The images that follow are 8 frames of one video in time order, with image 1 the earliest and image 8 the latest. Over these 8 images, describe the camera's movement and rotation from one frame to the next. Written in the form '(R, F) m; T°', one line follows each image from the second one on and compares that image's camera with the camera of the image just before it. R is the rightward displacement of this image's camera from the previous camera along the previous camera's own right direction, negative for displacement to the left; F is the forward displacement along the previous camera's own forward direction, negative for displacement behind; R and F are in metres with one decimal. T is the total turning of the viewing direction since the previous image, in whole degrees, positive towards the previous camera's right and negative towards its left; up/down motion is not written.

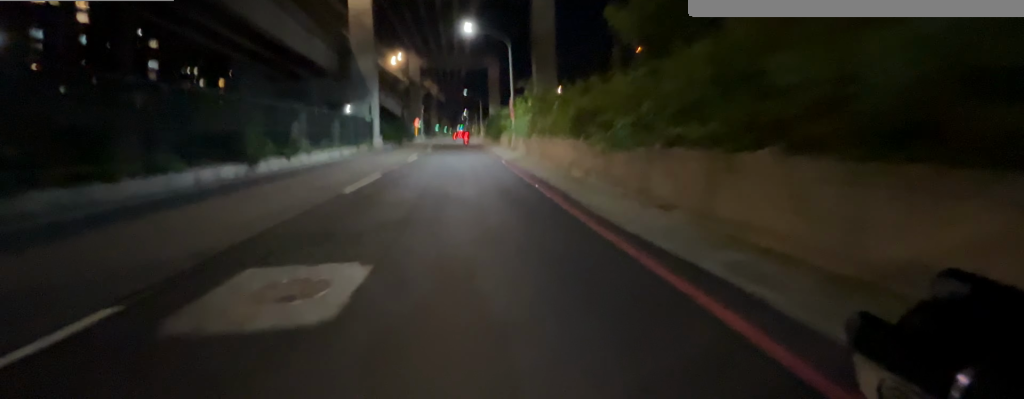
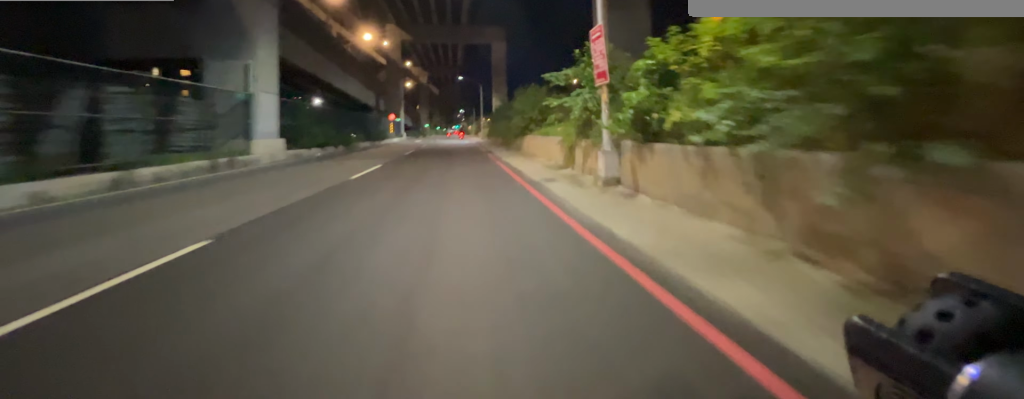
(+0.1, +20.3) m; 0°
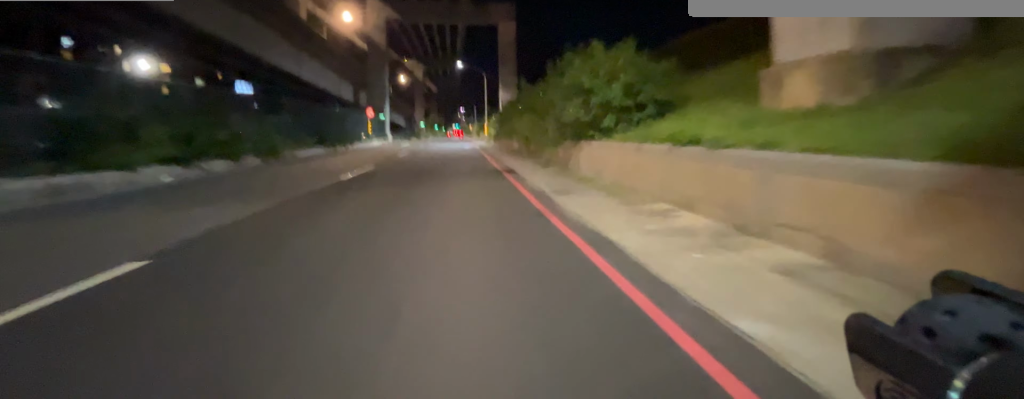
(0.0, +12.7) m; 0°
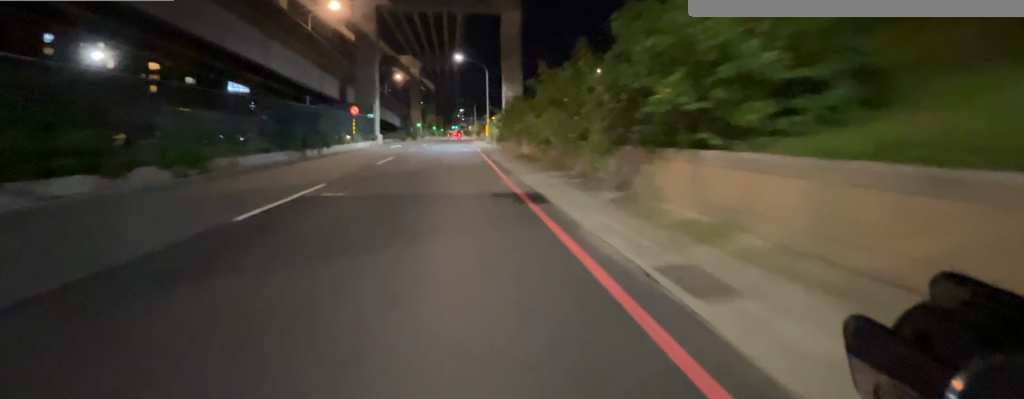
(0.0, +5.7) m; 0°
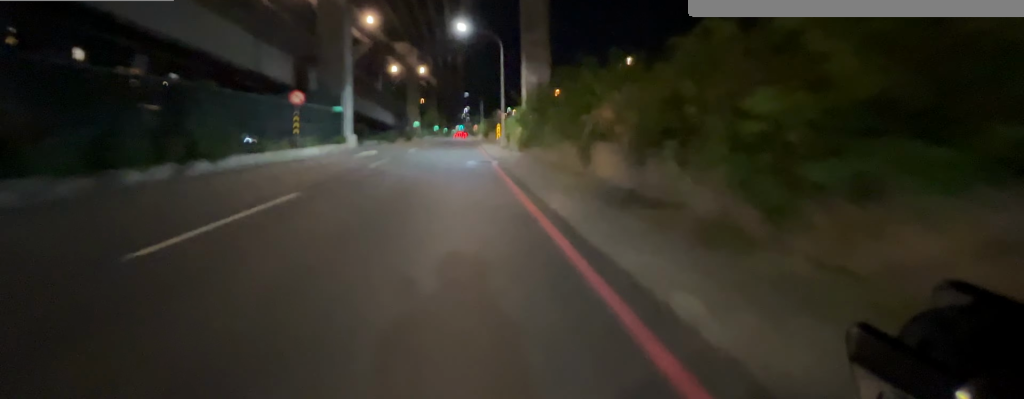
(0.0, +13.3) m; 0°
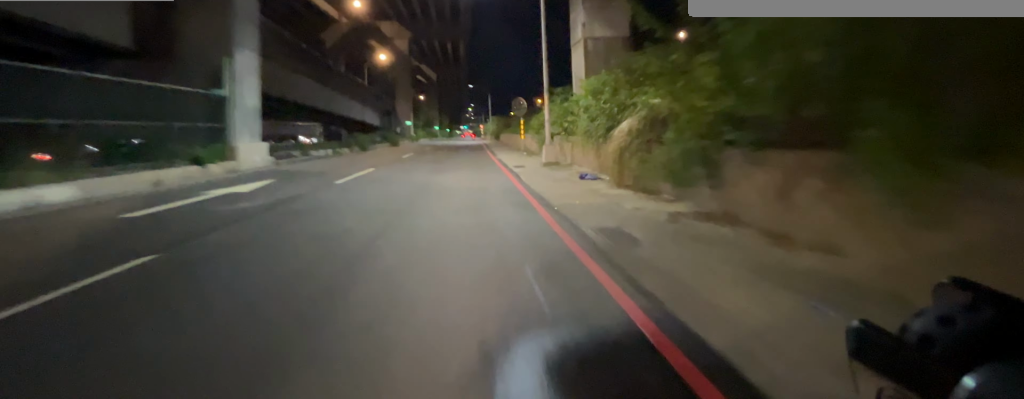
(-0.1, +13.6) m; -1°
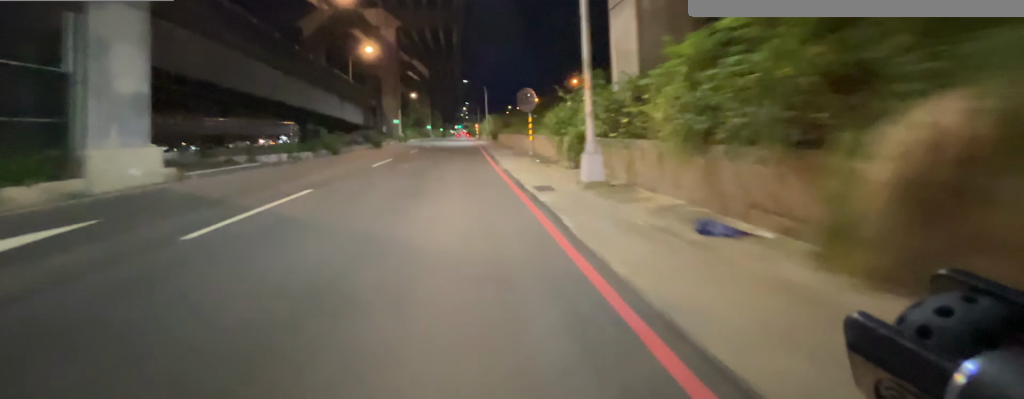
(0.0, +4.9) m; 0°
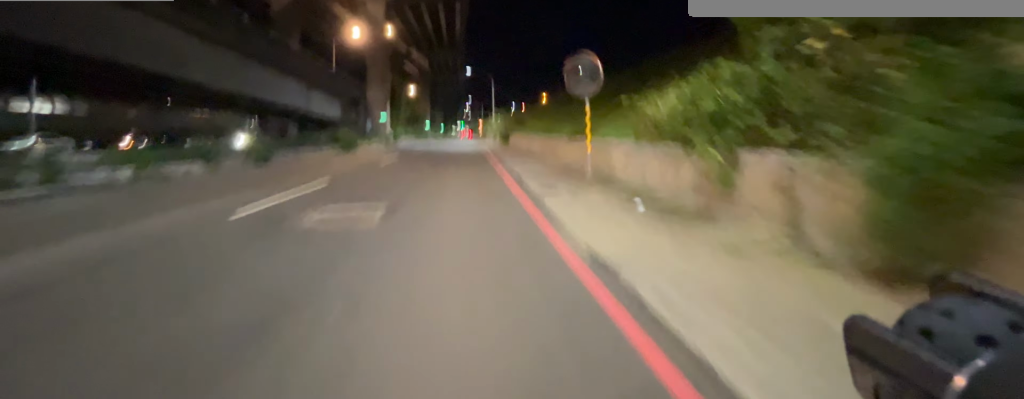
(0.0, +8.5) m; 0°
